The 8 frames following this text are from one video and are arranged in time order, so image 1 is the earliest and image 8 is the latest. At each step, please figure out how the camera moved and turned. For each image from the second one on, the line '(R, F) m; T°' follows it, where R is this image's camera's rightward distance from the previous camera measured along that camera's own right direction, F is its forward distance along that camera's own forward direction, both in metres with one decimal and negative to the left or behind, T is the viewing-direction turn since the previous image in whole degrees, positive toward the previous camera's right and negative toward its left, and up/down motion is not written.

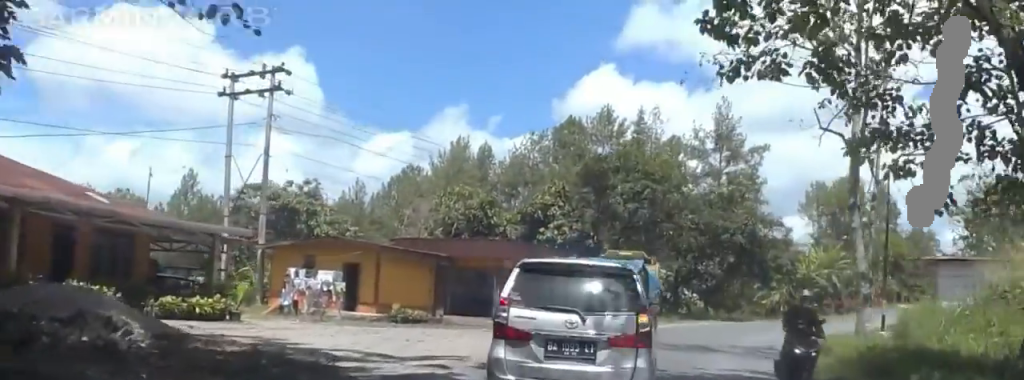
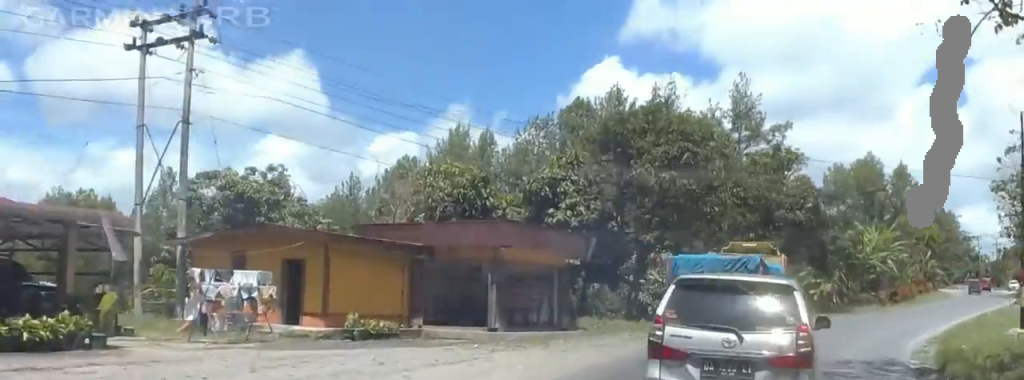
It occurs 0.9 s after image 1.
(-0.6, +8.6) m; -3°
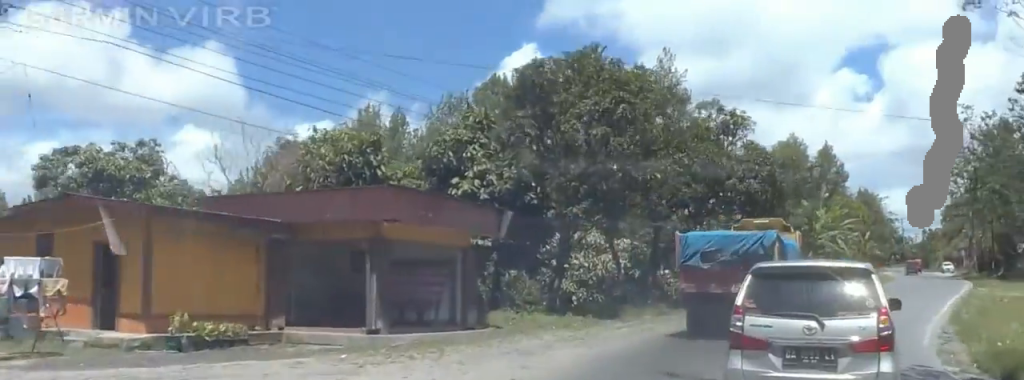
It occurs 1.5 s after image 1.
(-0.7, +5.9) m; +2°
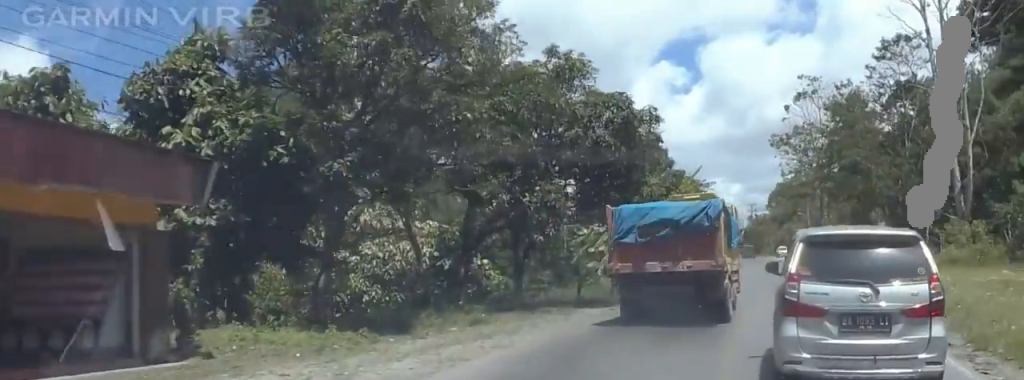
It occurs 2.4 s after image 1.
(+1.3, +8.7) m; +13°
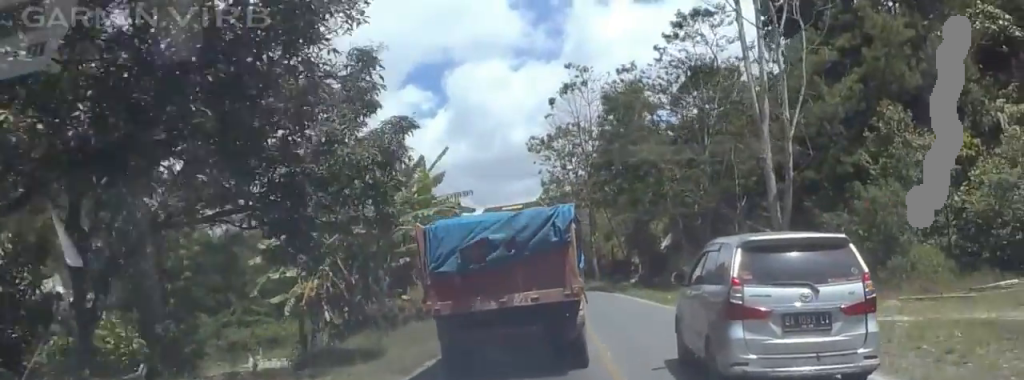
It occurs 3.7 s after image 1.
(+1.7, +15.5) m; +7°
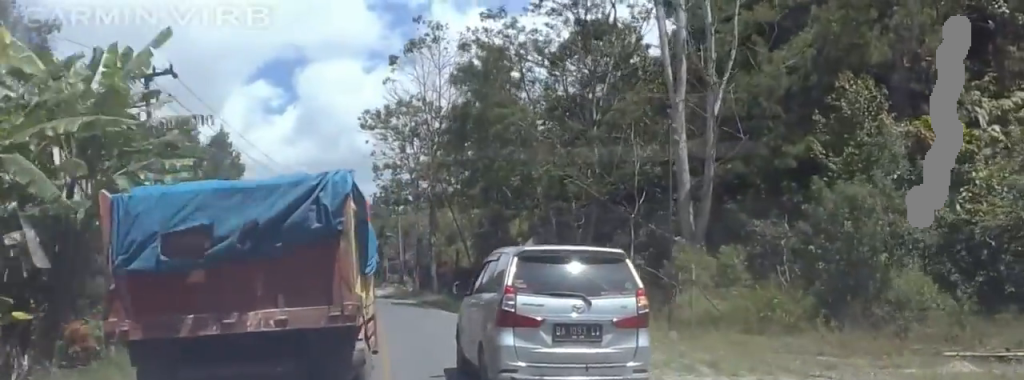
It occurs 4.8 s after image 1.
(+0.1, +15.2) m; +2°
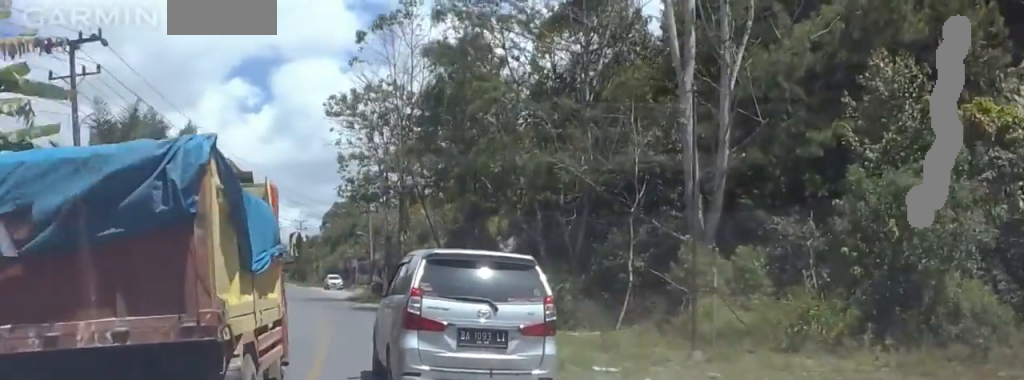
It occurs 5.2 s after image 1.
(-0.1, +5.5) m; +2°
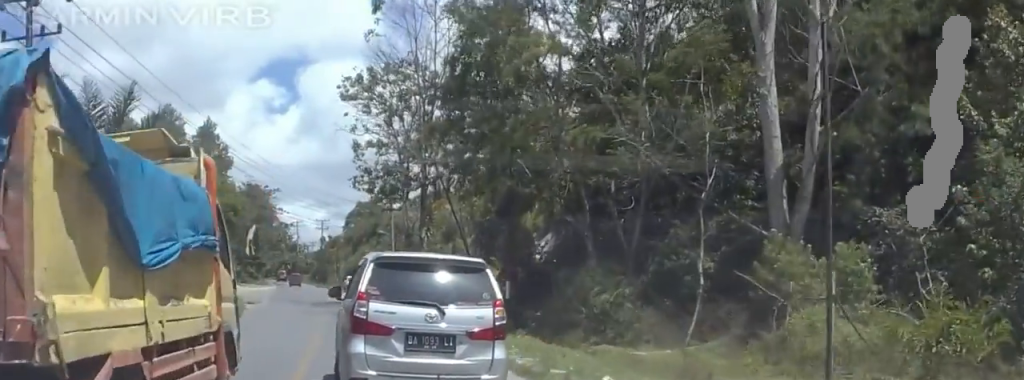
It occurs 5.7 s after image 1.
(+0.1, +6.3) m; +2°
